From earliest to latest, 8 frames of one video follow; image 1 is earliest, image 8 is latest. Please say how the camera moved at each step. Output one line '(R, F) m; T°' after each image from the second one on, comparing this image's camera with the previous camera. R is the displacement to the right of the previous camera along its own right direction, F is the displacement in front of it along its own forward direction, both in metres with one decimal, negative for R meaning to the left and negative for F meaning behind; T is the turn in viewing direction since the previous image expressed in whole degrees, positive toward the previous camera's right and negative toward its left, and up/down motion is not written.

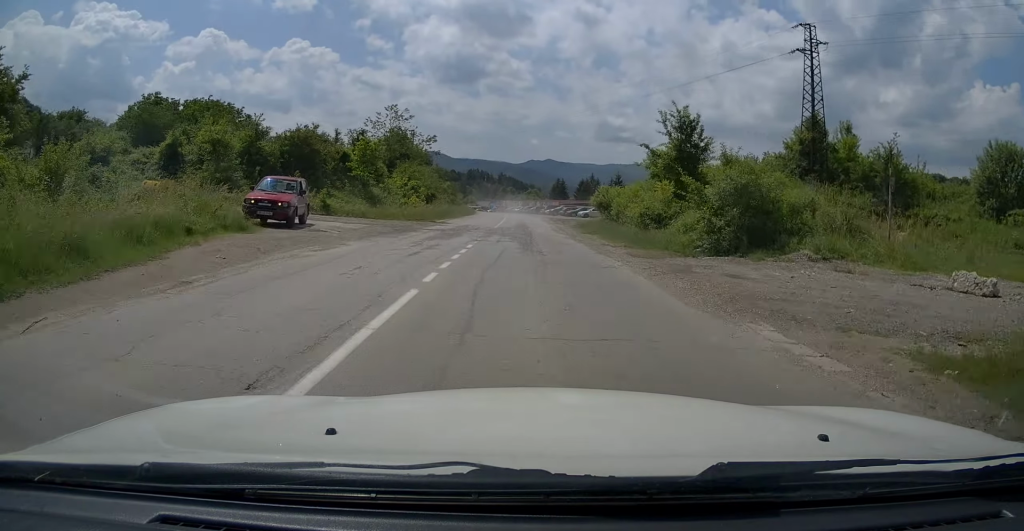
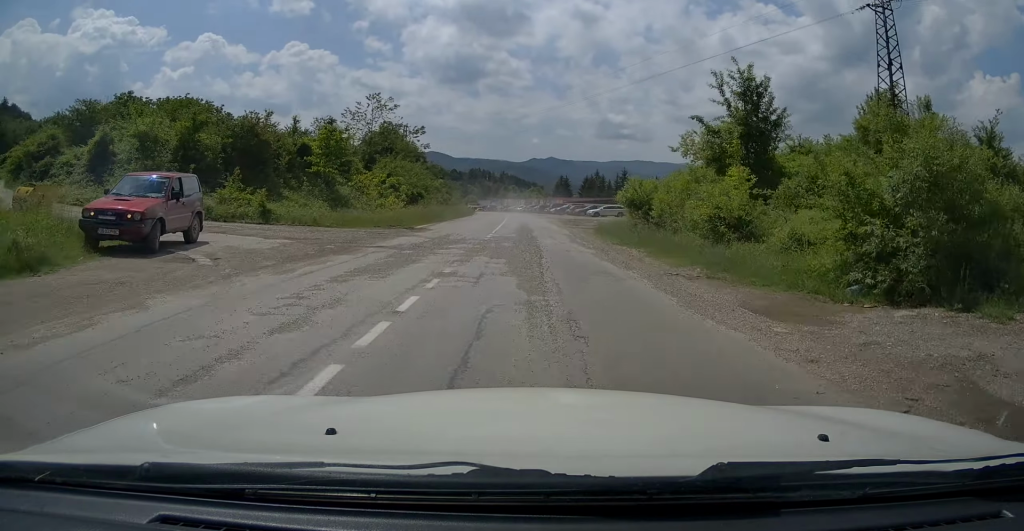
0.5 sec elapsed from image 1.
(+0.1, +8.4) m; 0°
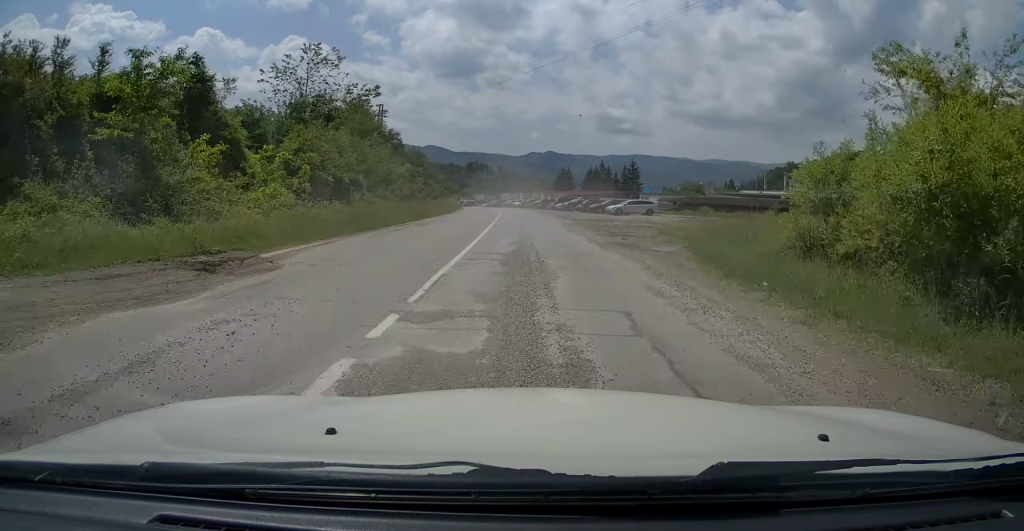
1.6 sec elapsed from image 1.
(-0.1, +18.0) m; 0°
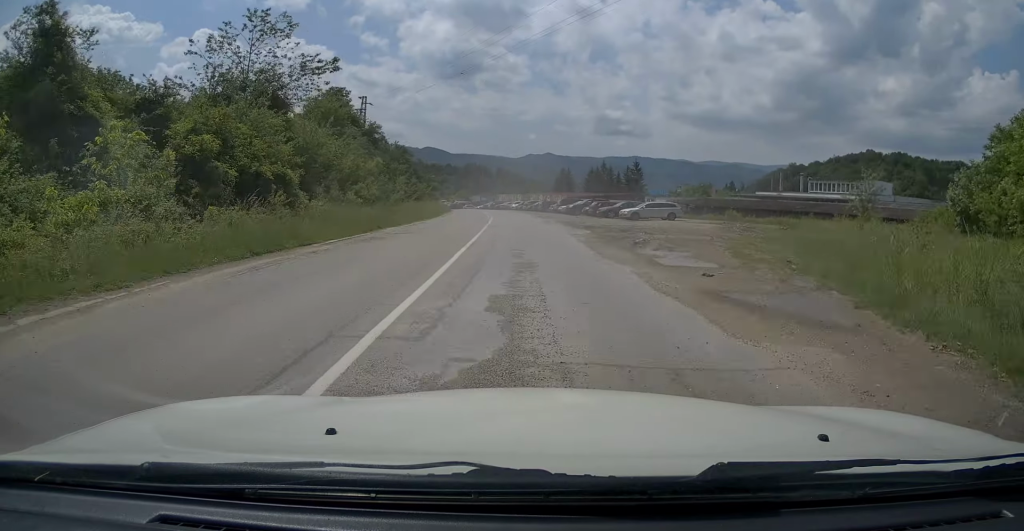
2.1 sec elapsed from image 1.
(0.0, +9.0) m; +1°
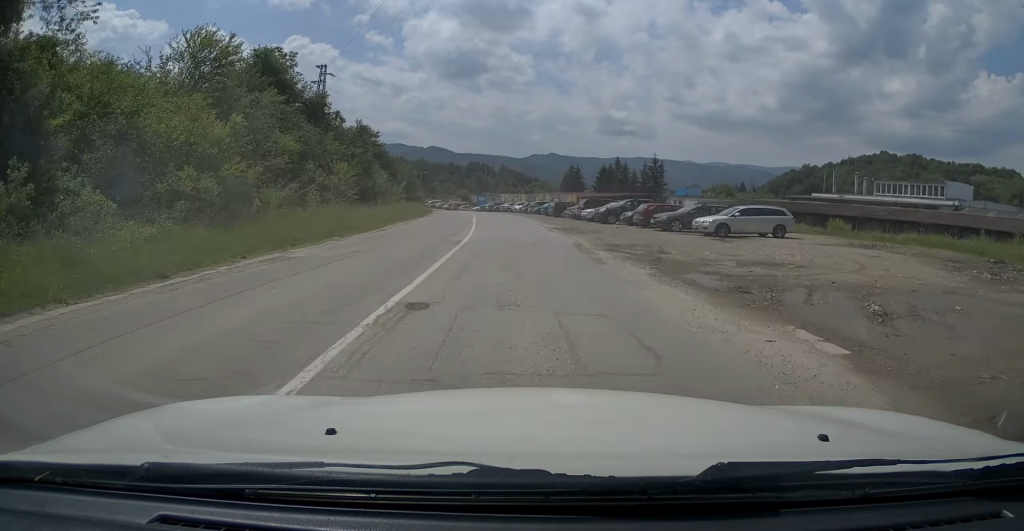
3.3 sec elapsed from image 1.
(+0.4, +19.8) m; +1°
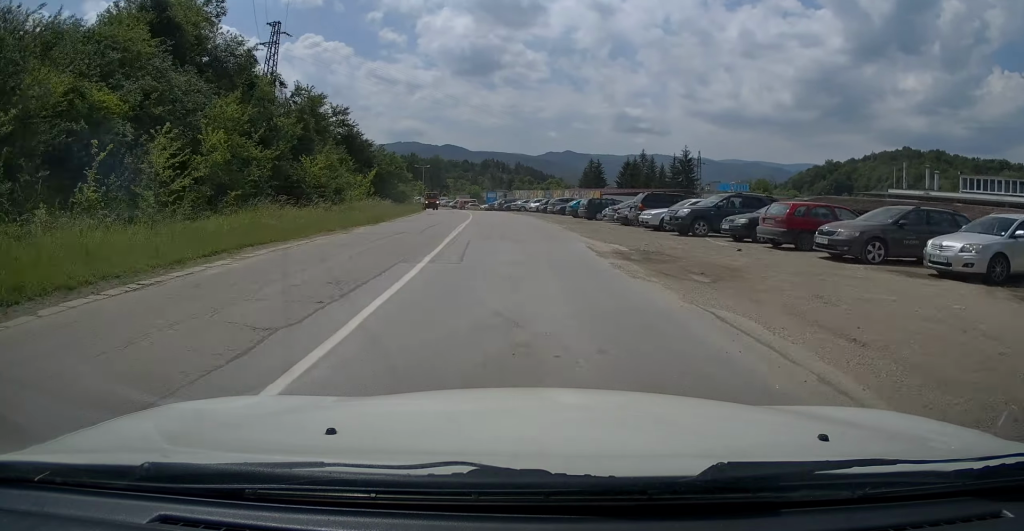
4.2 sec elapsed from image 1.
(-0.1, +16.4) m; -1°
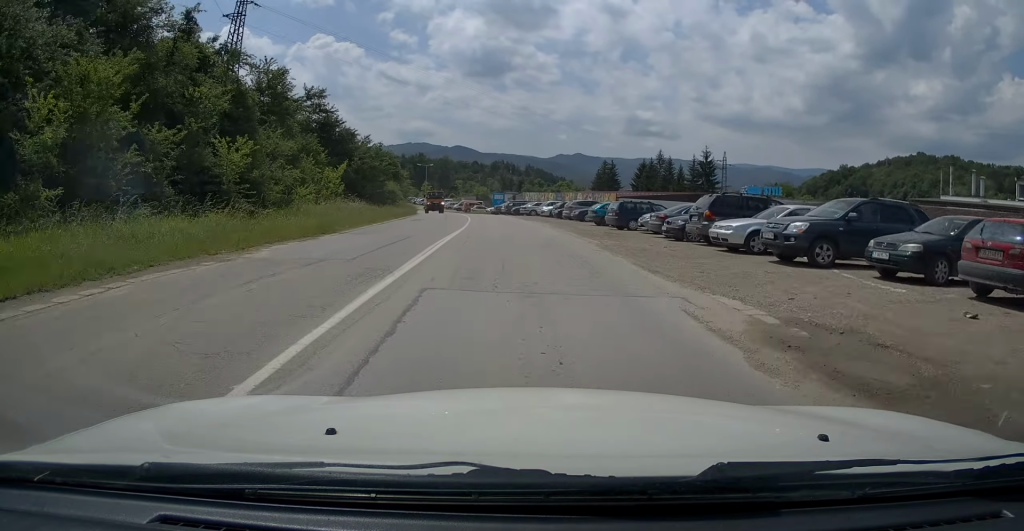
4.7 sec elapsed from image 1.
(-0.1, +8.5) m; -1°
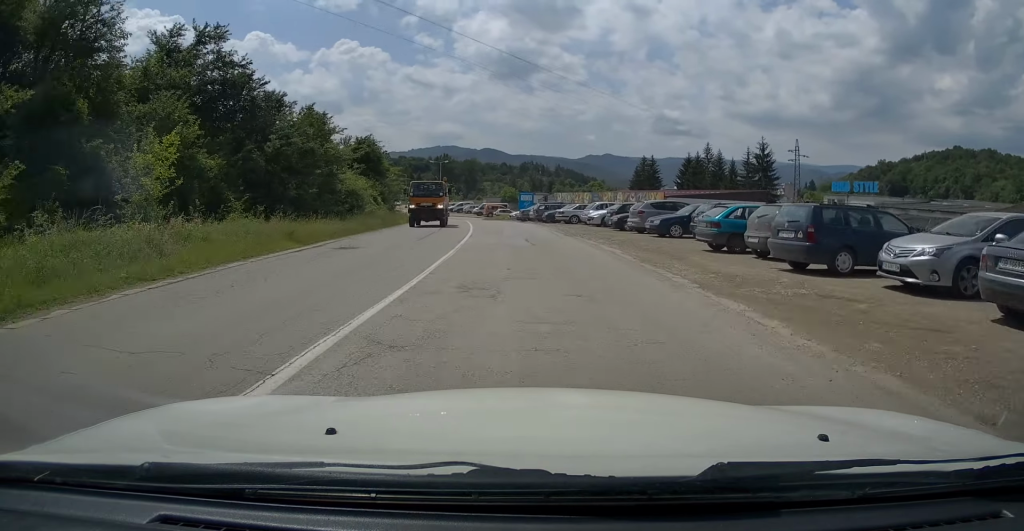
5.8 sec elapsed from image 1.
(-0.2, +17.6) m; -2°
